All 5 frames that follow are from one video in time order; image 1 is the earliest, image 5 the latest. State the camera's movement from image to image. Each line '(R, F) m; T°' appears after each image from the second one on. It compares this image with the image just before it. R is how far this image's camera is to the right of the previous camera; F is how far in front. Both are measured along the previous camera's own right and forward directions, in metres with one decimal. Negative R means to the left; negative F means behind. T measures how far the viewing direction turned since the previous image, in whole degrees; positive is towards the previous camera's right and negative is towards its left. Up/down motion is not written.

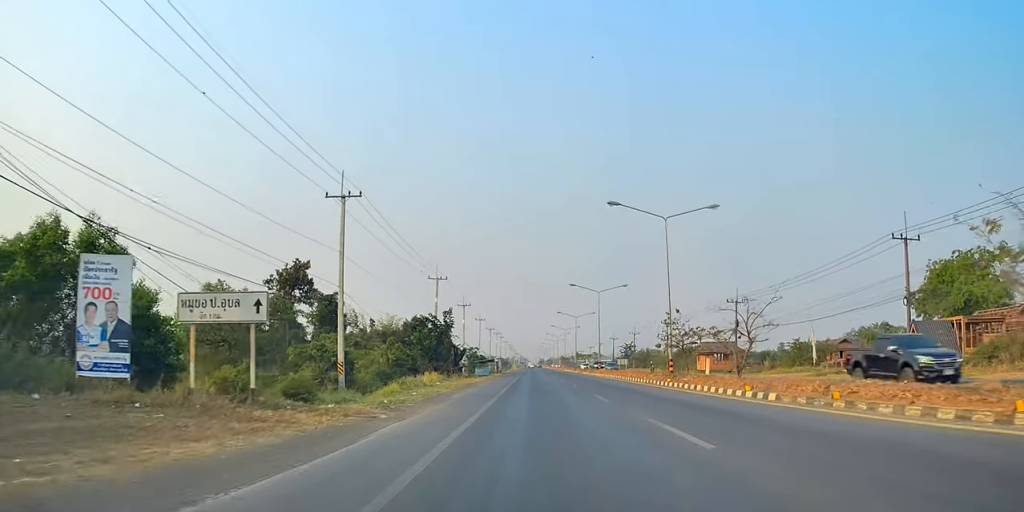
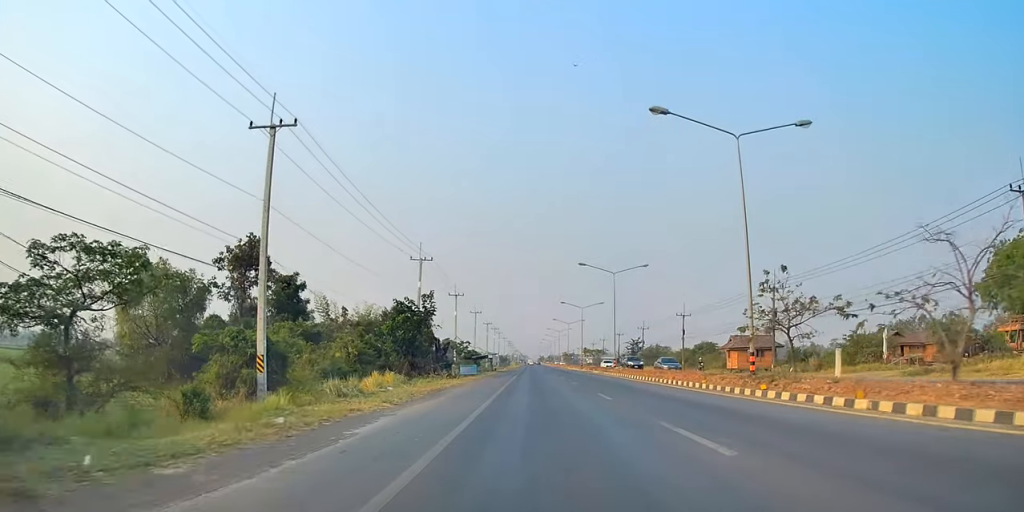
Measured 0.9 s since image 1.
(-0.2, +12.7) m; -1°
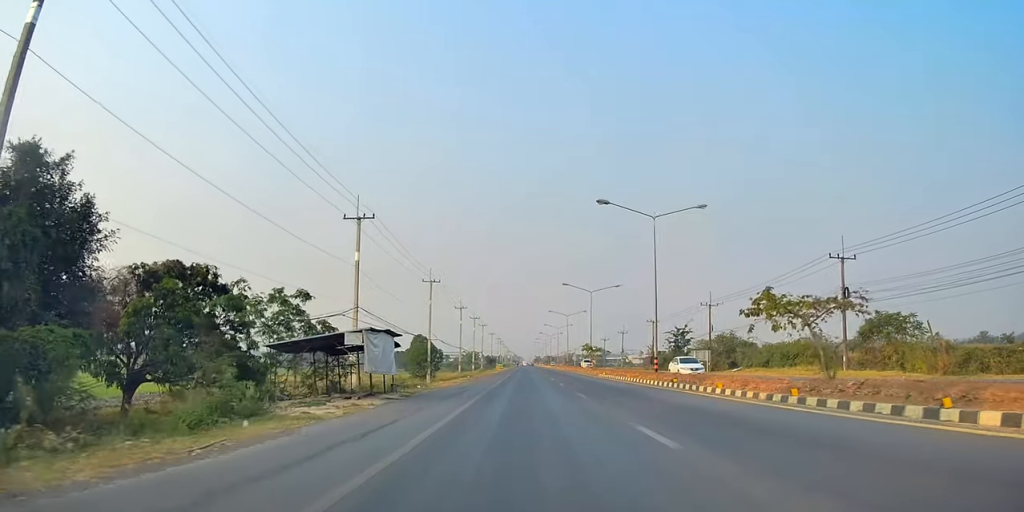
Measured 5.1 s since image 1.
(-0.3, +60.0) m; -1°
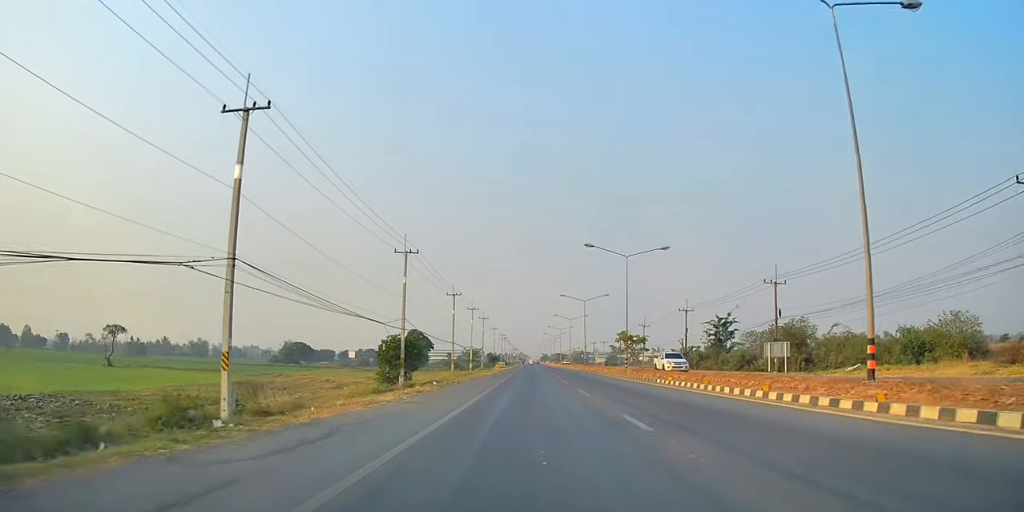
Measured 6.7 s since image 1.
(-0.5, +22.3) m; -3°
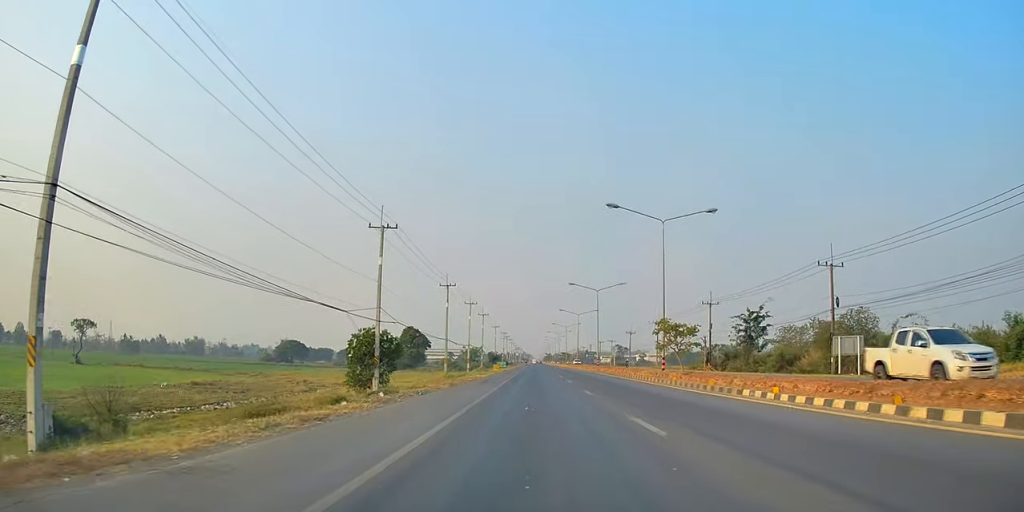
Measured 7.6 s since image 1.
(0.0, +12.4) m; 0°
